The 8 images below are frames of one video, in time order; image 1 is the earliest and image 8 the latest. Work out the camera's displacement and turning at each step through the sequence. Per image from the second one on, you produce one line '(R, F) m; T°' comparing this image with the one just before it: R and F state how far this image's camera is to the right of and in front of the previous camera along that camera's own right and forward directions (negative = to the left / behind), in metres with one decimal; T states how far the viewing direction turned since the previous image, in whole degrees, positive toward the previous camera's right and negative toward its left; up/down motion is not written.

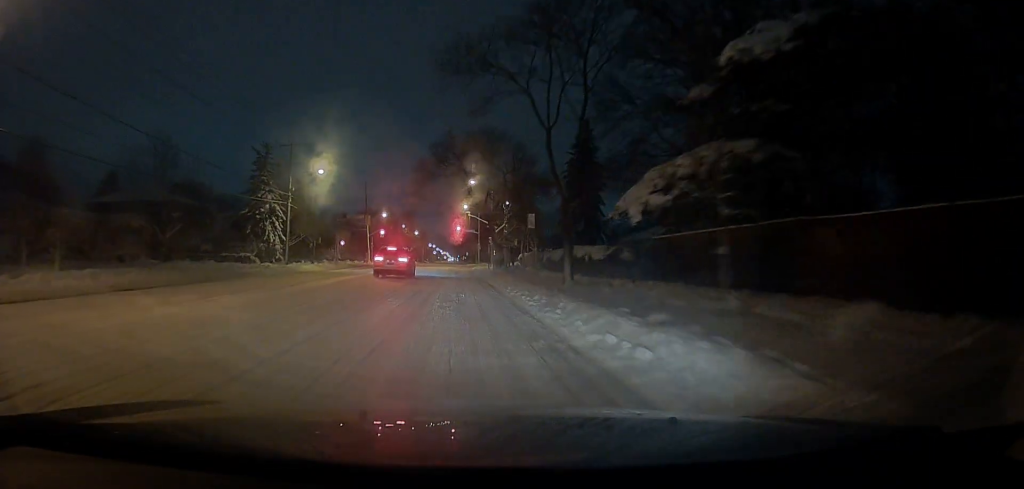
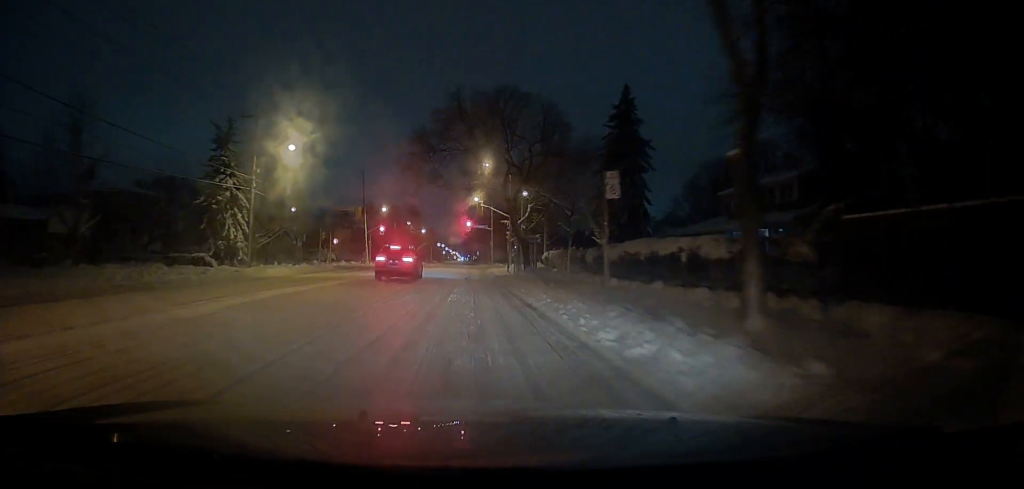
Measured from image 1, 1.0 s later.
(0.0, +12.5) m; -2°
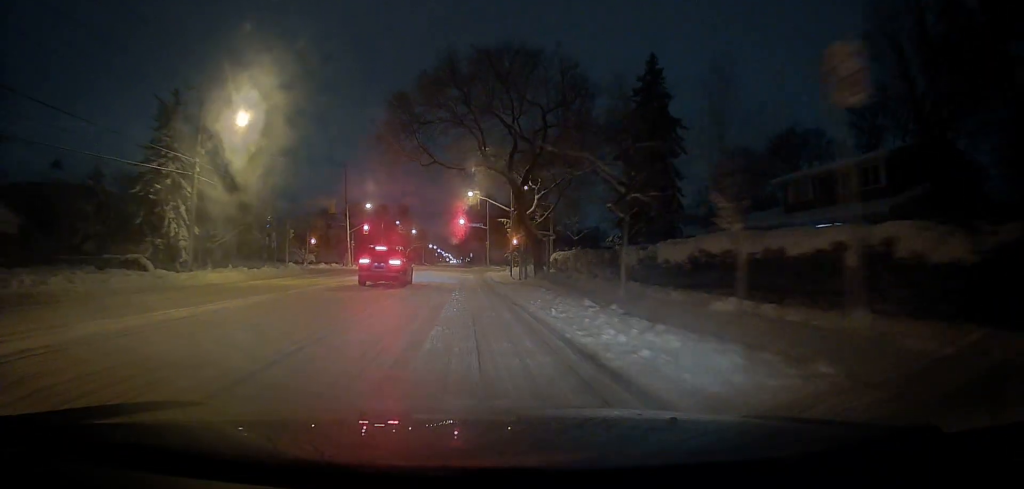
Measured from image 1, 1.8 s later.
(-0.2, +8.9) m; -2°
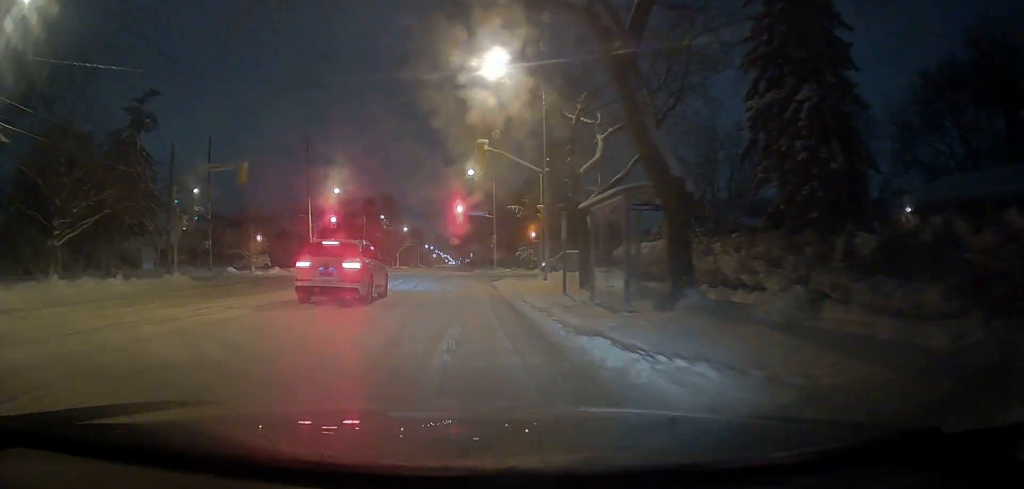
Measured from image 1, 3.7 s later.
(-0.2, +20.3) m; +1°
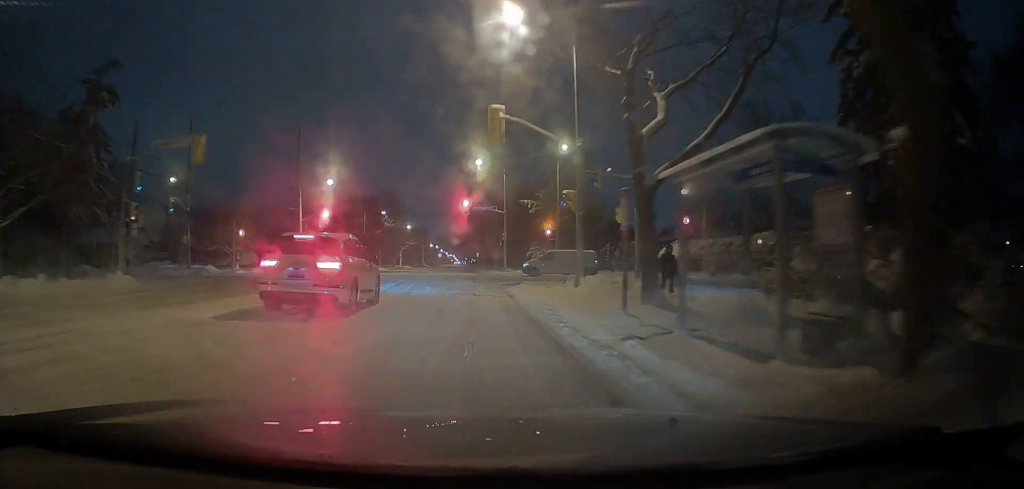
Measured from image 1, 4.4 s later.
(+0.3, +6.8) m; -1°
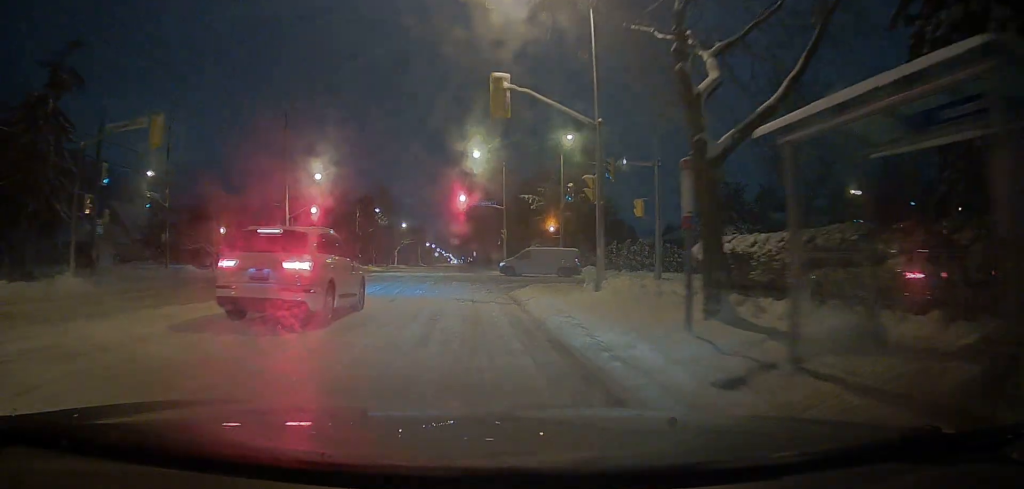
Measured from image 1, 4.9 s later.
(-0.3, +4.0) m; 0°
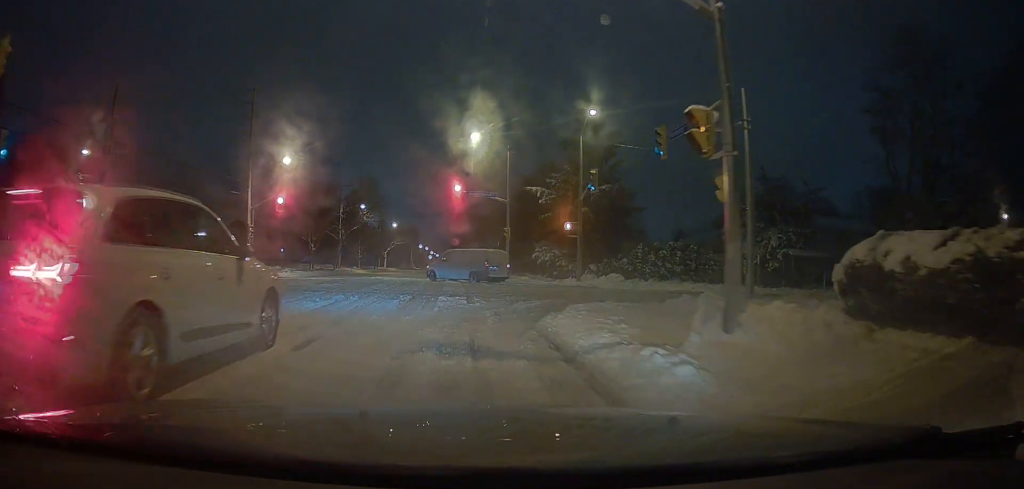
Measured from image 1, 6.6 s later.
(+0.3, +10.9) m; +2°
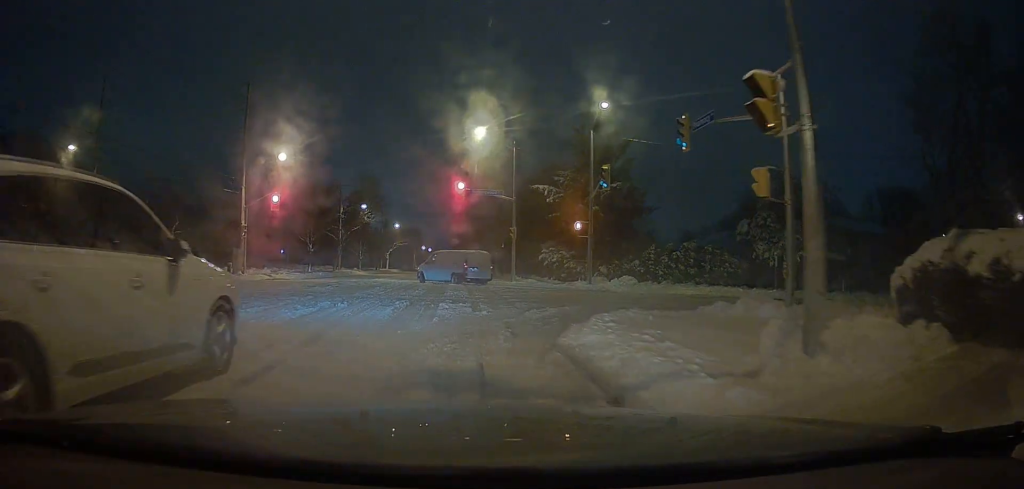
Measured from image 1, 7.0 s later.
(-0.1, +2.3) m; 0°
